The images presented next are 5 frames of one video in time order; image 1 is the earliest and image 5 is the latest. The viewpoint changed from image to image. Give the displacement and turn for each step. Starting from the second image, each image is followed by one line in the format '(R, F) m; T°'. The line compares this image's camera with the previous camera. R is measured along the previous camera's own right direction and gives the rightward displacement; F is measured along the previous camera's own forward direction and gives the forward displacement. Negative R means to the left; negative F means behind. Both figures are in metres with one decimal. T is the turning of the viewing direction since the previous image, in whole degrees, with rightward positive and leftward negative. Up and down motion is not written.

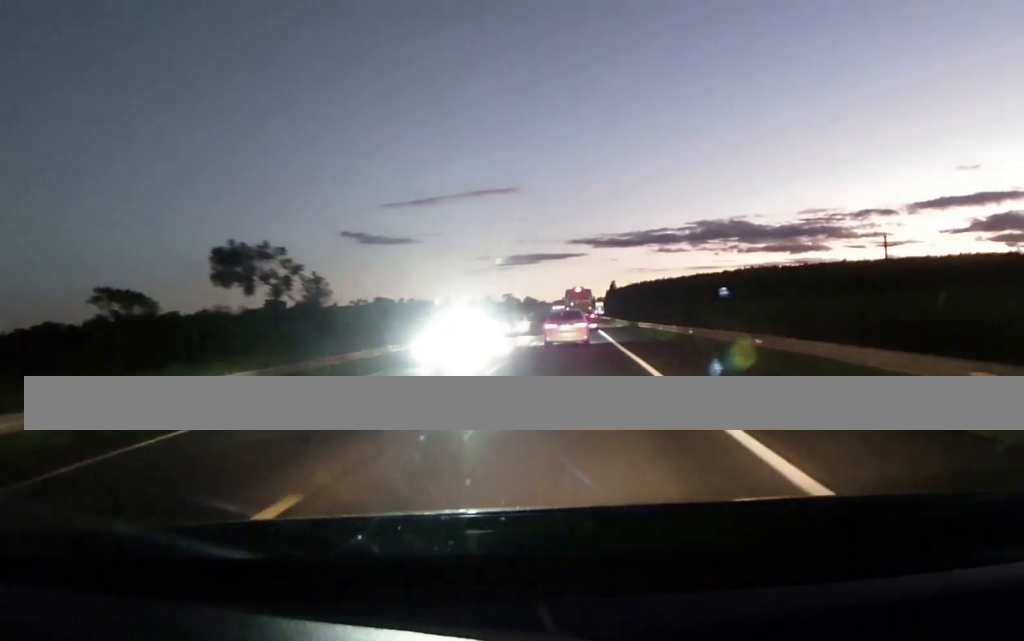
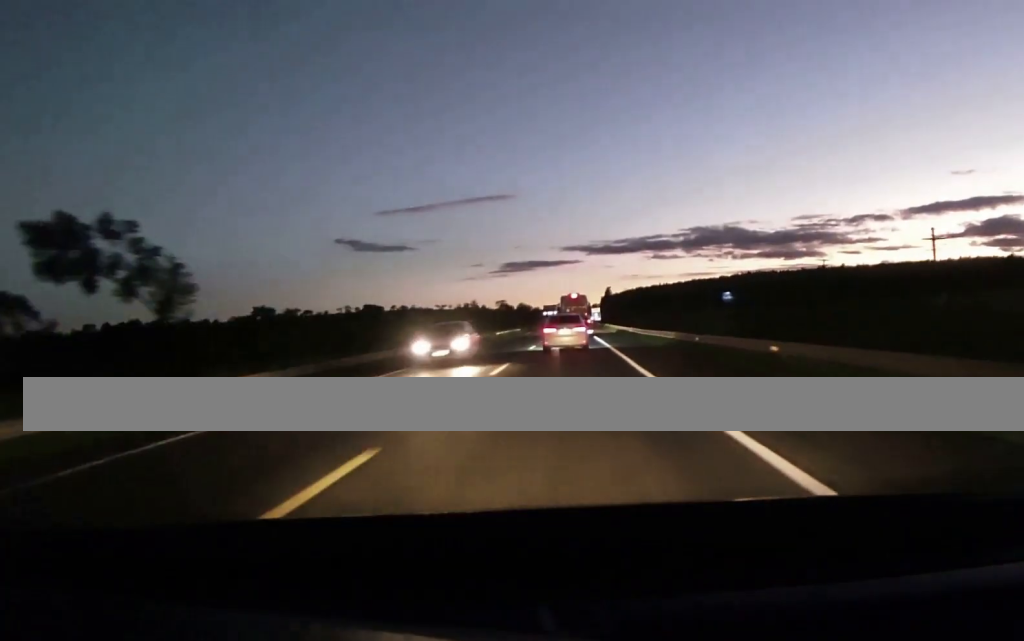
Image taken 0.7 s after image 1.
(0.0, +14.6) m; 0°
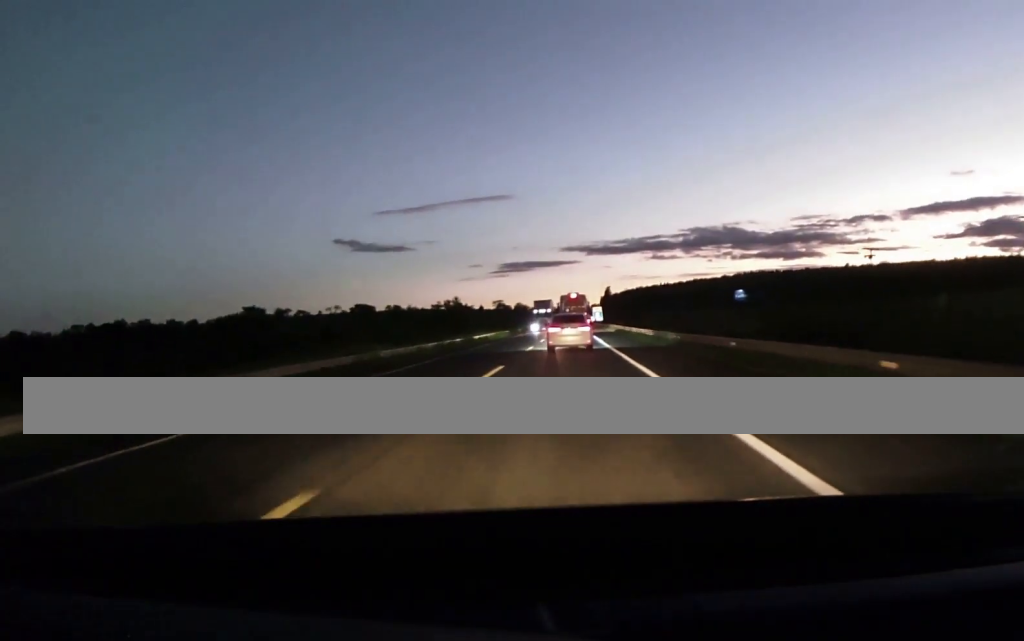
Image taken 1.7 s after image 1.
(+0.1, +19.0) m; +1°
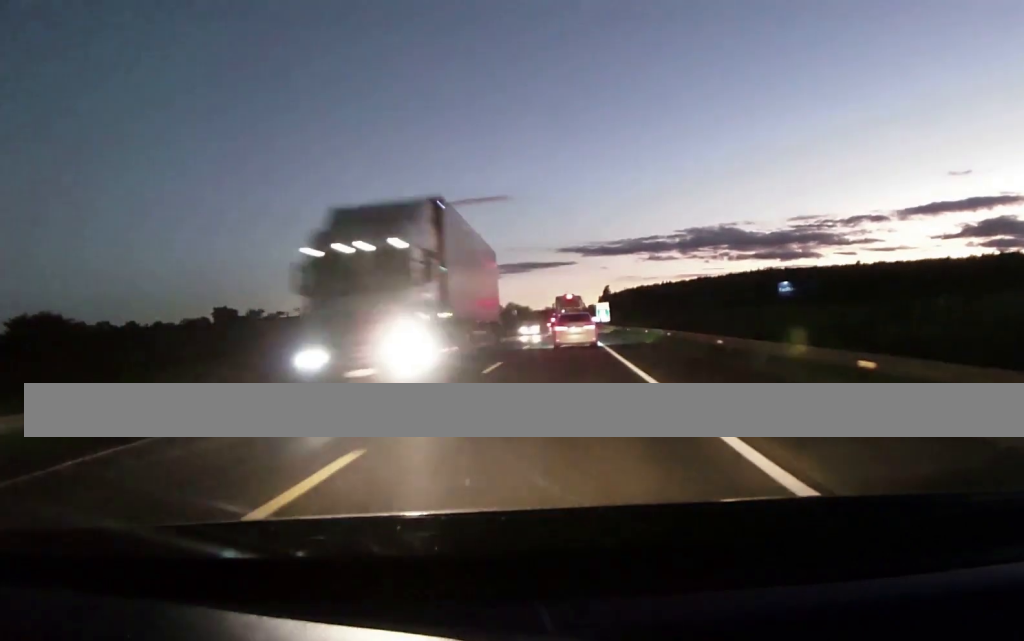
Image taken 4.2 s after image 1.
(-0.5, +47.7) m; -1°
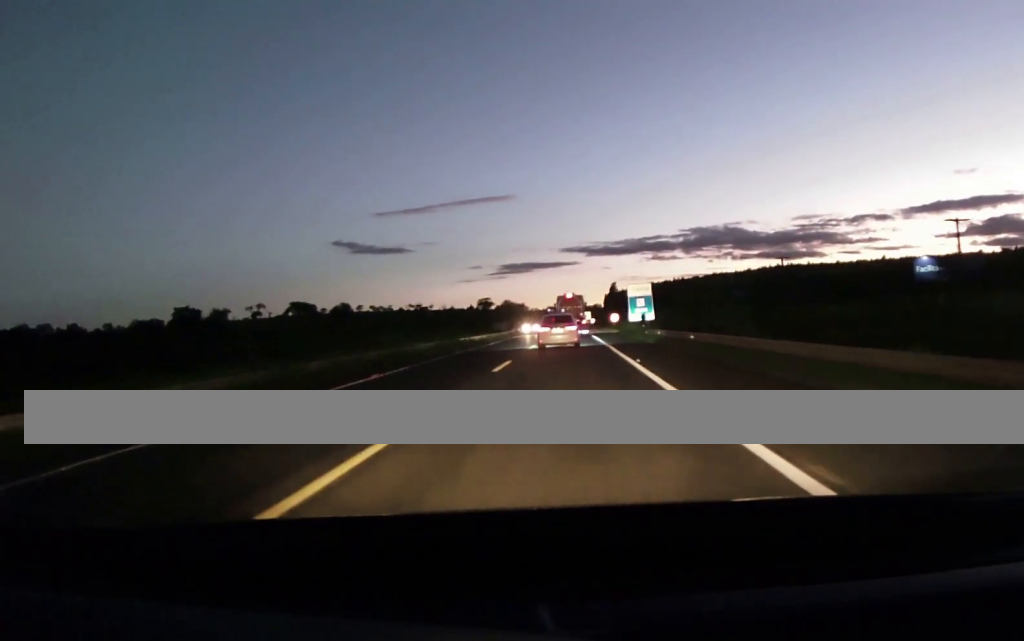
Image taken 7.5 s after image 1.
(+1.8, +65.3) m; +1°
